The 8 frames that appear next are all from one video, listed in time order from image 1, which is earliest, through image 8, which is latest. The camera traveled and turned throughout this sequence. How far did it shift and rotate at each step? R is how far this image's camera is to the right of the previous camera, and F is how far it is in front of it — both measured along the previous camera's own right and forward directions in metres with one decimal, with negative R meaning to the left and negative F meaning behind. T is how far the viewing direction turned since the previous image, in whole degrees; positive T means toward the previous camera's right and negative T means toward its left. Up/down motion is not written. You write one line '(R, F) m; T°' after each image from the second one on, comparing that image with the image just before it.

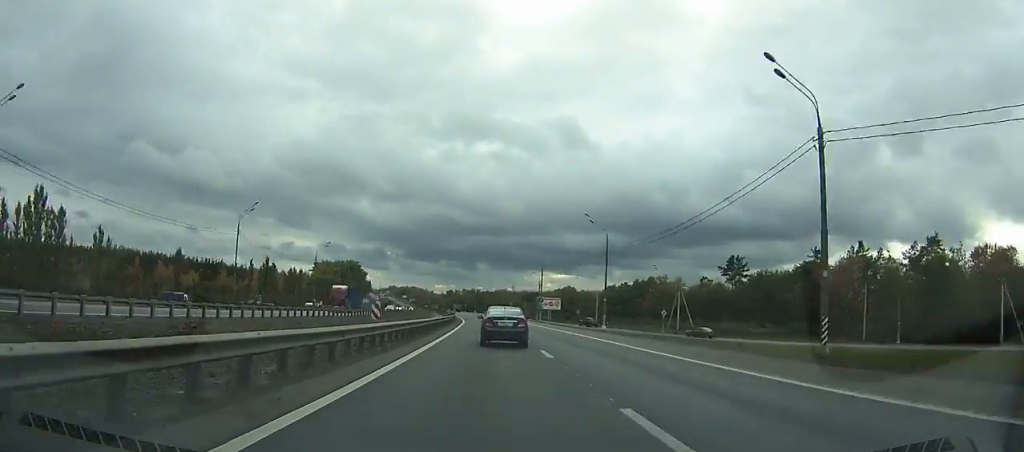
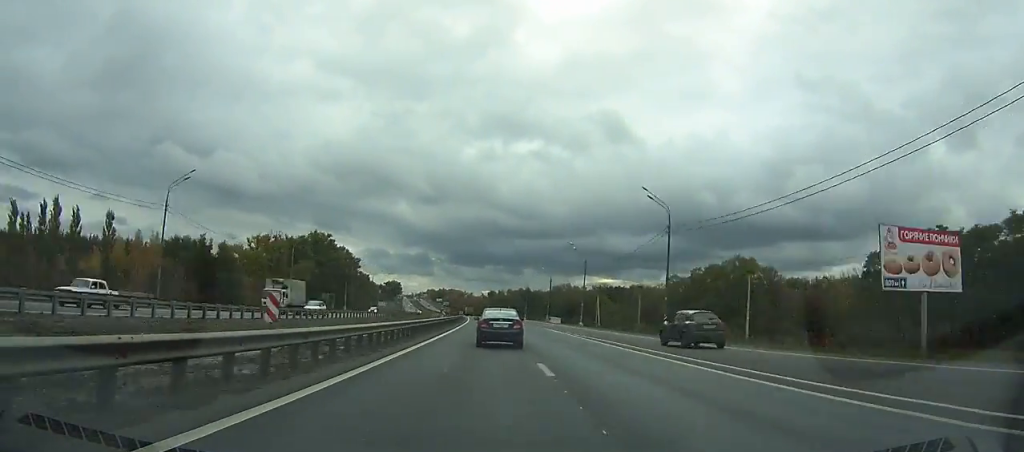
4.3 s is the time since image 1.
(-4.0, +125.5) m; -4°
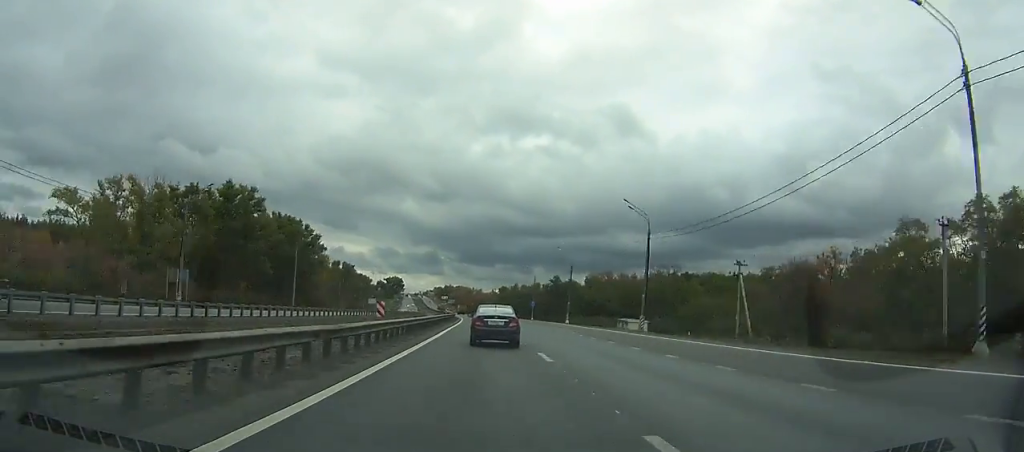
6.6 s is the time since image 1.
(-1.3, +67.7) m; -2°
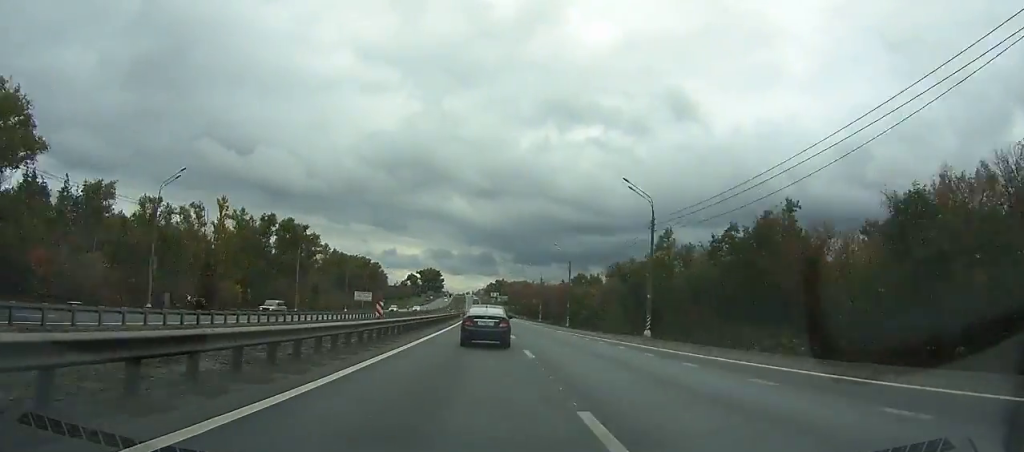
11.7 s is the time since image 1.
(-6.0, +149.1) m; -5°
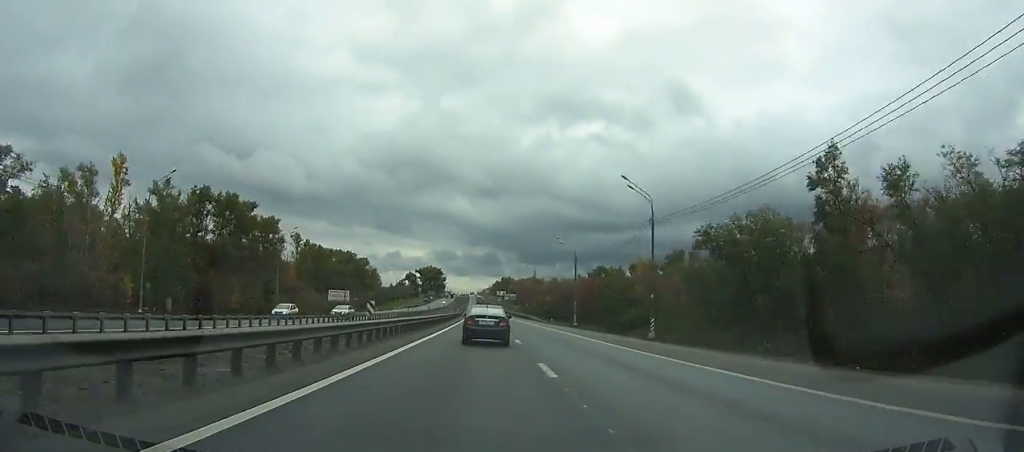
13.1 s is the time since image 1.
(-0.4, +40.4) m; -1°
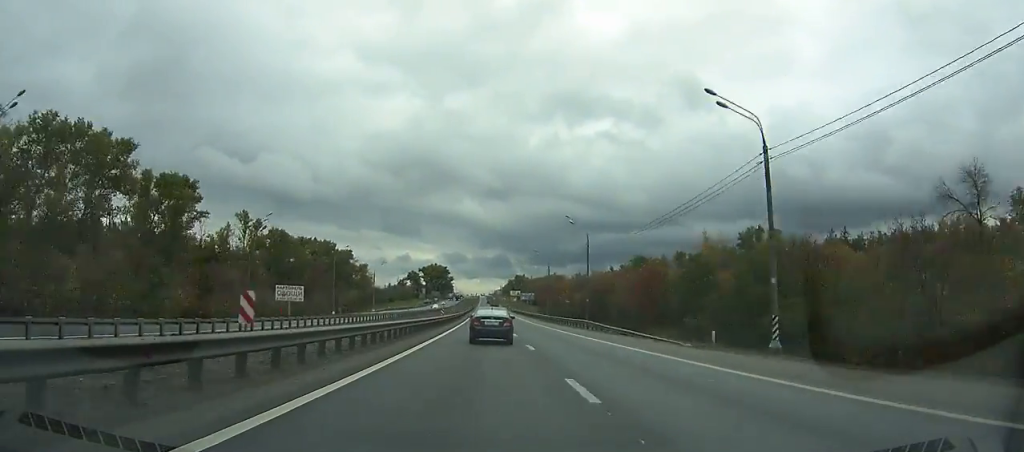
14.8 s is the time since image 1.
(-0.7, +48.5) m; -1°
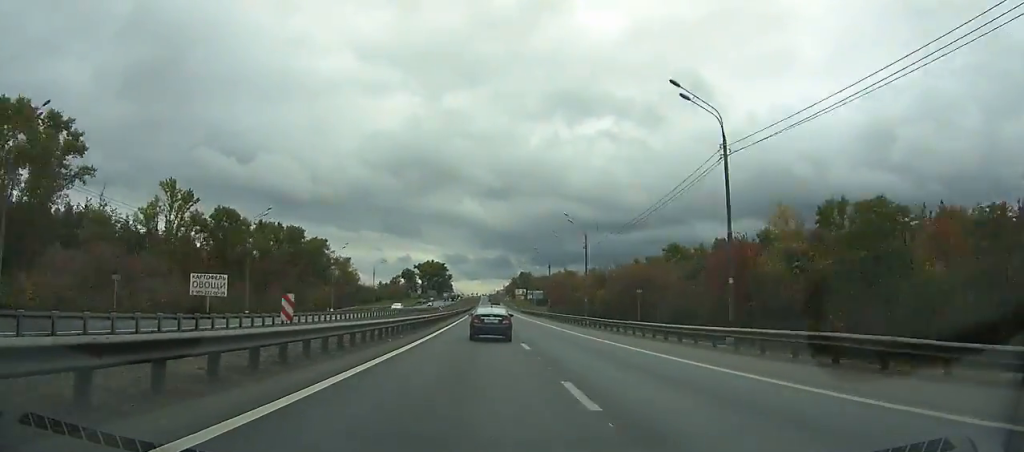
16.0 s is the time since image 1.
(-0.2, +34.1) m; -1°
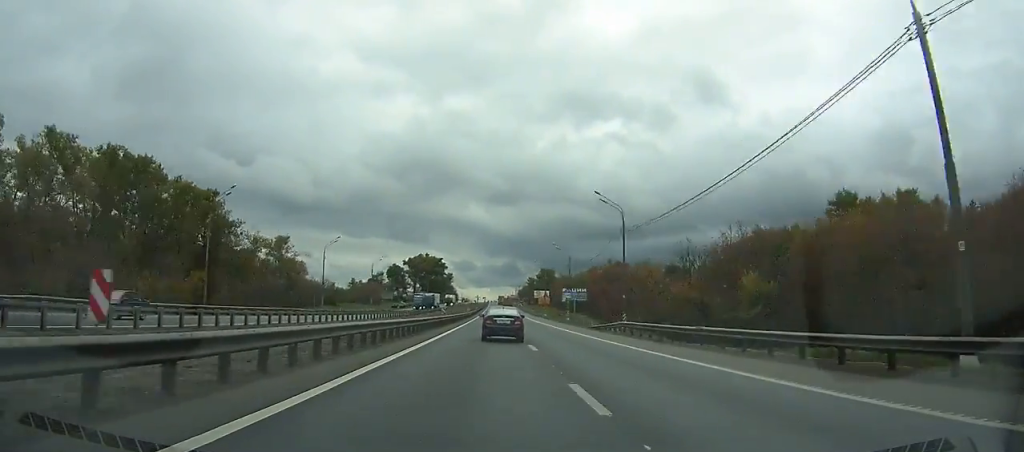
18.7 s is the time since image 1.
(-0.9, +76.8) m; -1°
